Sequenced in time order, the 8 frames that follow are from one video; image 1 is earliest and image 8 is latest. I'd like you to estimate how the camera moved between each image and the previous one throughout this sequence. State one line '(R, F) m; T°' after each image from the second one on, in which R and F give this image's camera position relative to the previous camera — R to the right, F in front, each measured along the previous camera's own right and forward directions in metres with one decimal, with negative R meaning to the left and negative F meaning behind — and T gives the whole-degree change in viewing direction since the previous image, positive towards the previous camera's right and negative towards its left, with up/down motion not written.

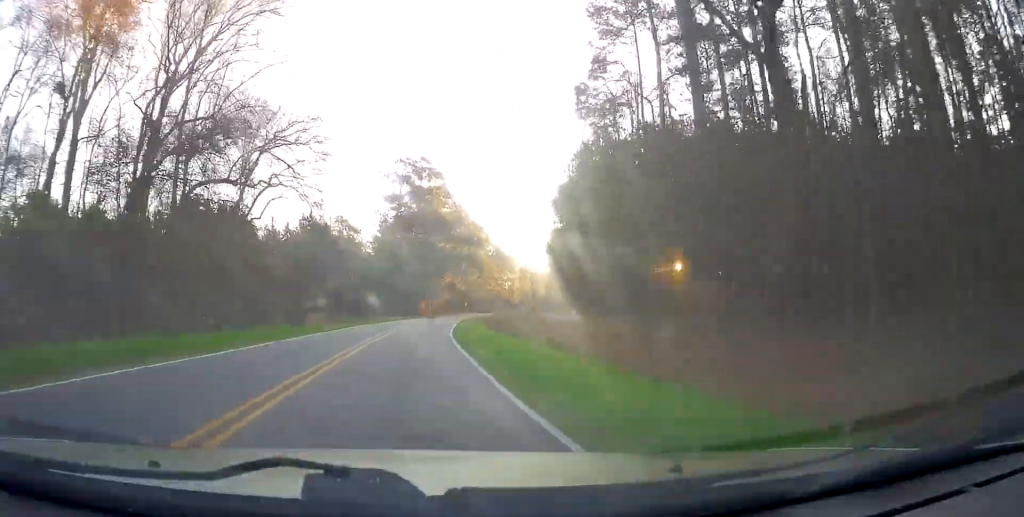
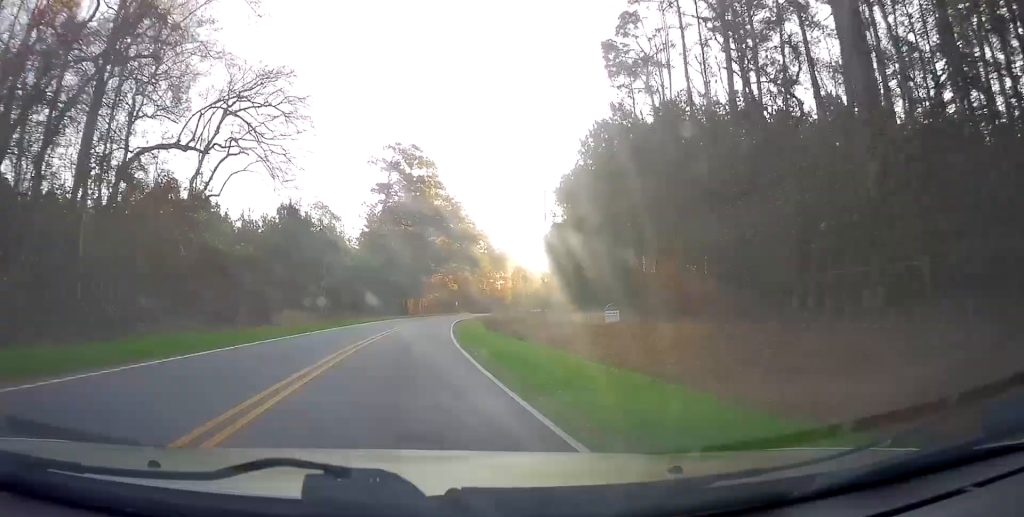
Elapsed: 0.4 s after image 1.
(0.0, +8.4) m; 0°
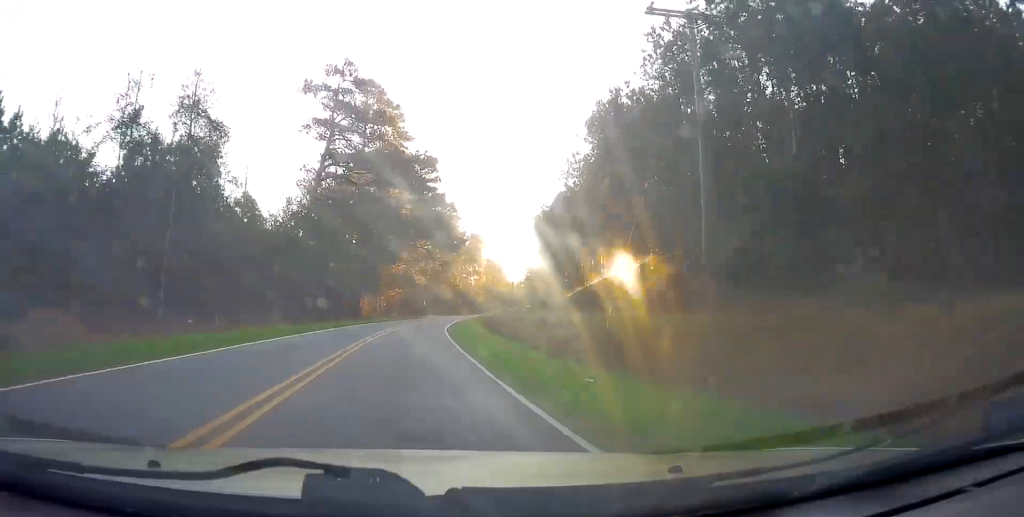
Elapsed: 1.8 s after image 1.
(+0.5, +30.0) m; +3°
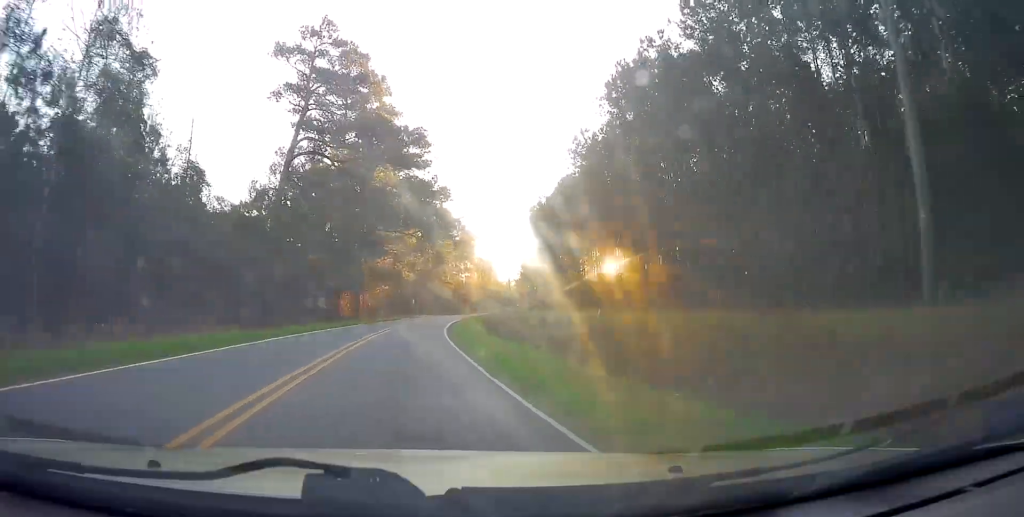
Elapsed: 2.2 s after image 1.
(+0.1, +9.0) m; +1°
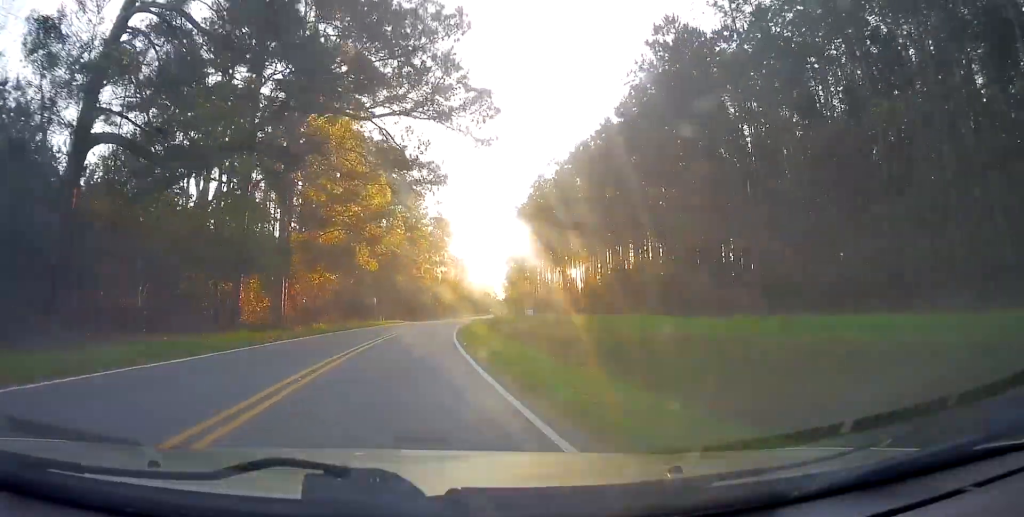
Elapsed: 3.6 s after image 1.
(+1.1, +28.8) m; +3°
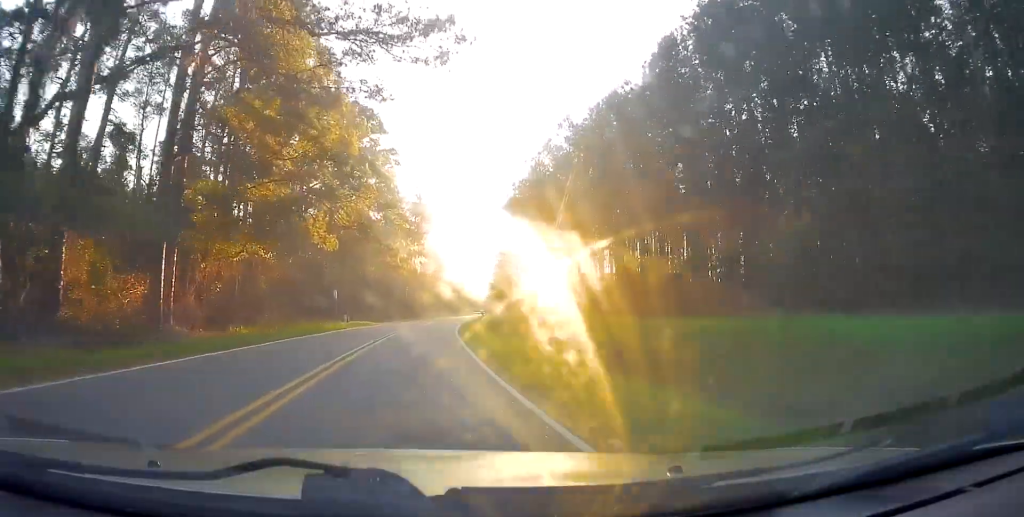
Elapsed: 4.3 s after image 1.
(+0.2, +17.3) m; +1°
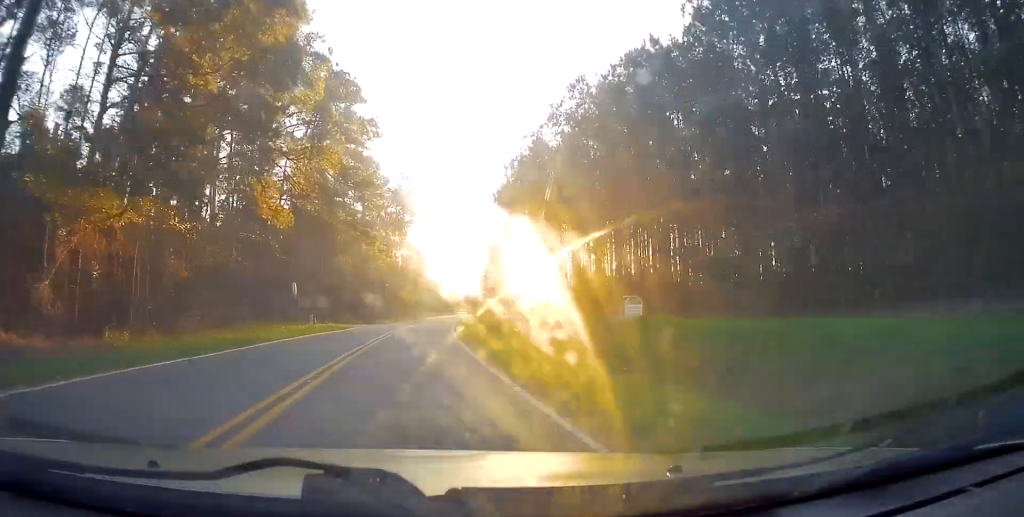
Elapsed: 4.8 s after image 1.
(0.0, +11.5) m; 0°
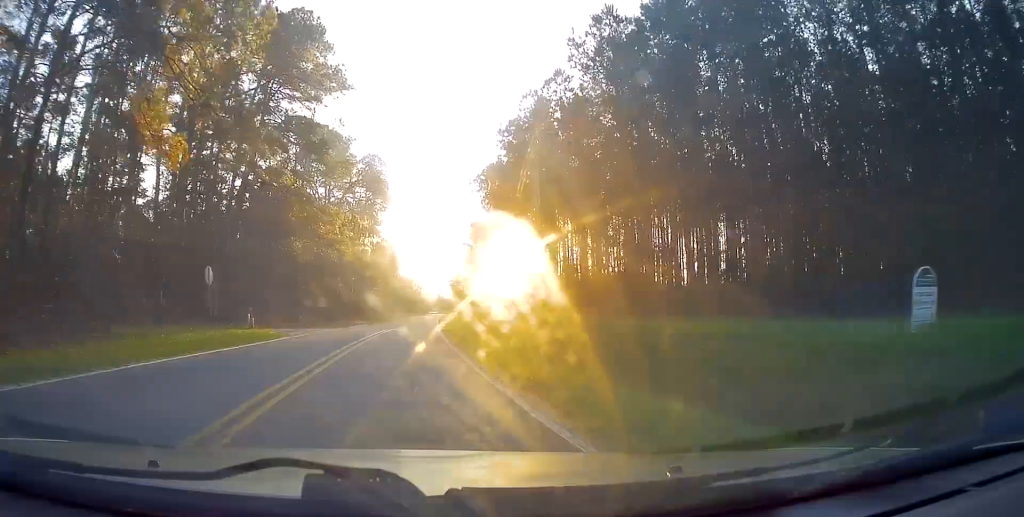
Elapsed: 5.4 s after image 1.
(+0.1, +13.5) m; +1°
